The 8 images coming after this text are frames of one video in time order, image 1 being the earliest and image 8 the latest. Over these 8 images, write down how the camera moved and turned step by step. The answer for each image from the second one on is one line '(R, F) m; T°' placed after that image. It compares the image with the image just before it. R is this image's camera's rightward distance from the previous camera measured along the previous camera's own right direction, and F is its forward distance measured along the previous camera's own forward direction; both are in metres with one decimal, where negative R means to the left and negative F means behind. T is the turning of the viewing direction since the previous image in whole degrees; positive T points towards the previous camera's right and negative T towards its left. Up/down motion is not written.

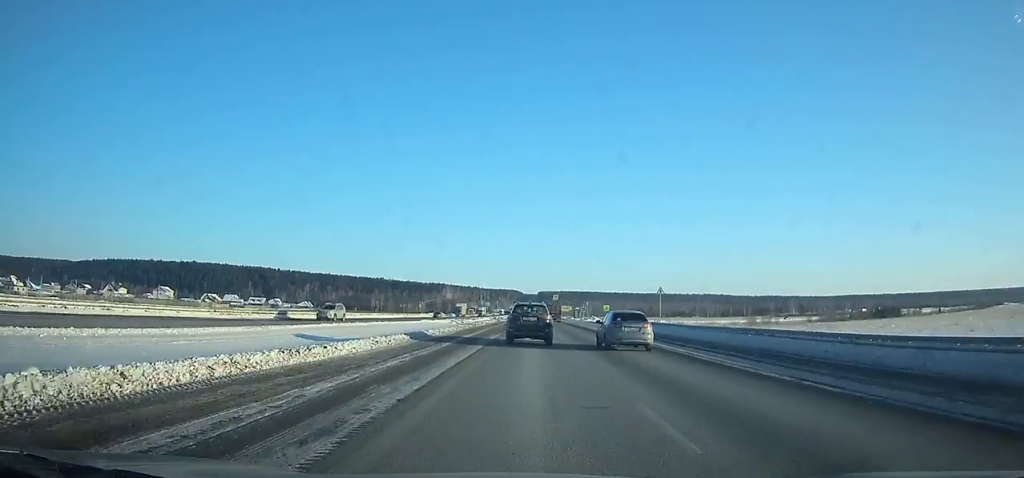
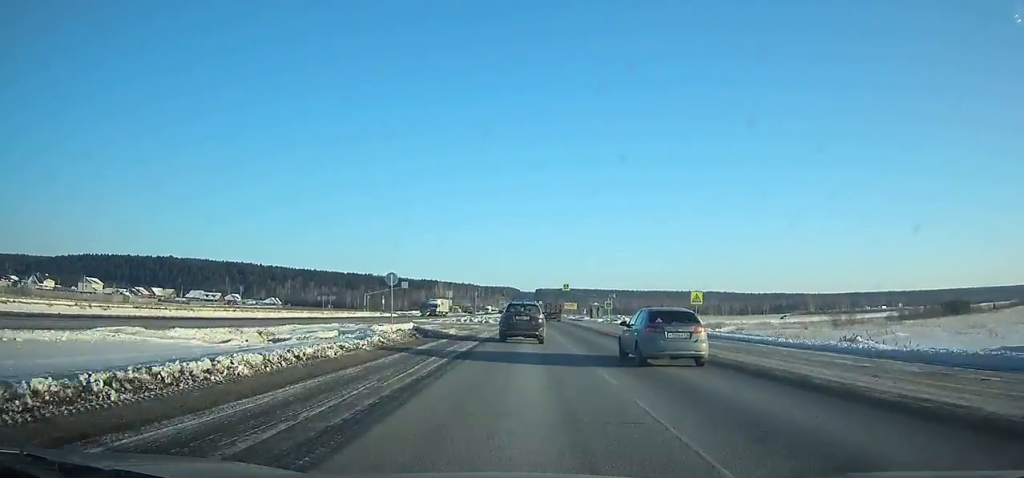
(+0.1, +55.6) m; 0°
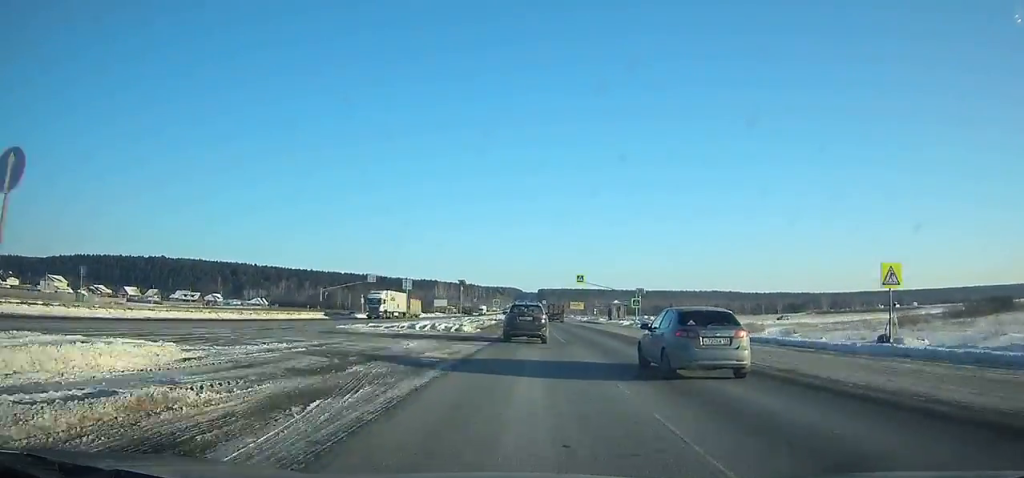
(0.0, +24.3) m; 0°
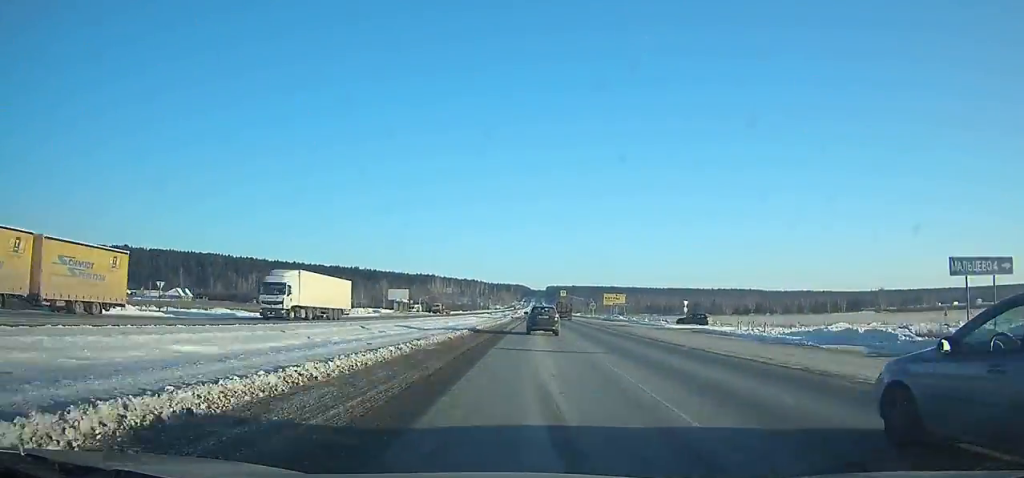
(-0.5, +100.3) m; 0°
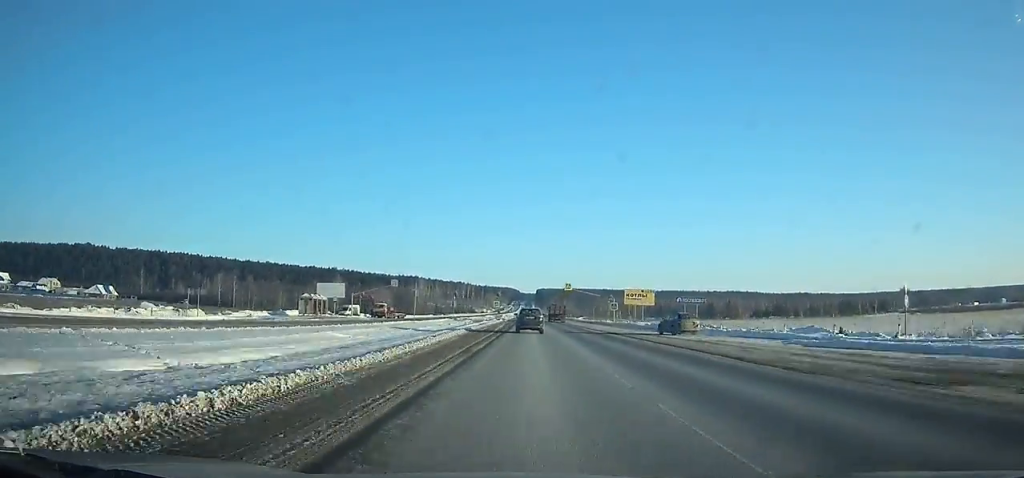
(+0.4, +52.2) m; 0°
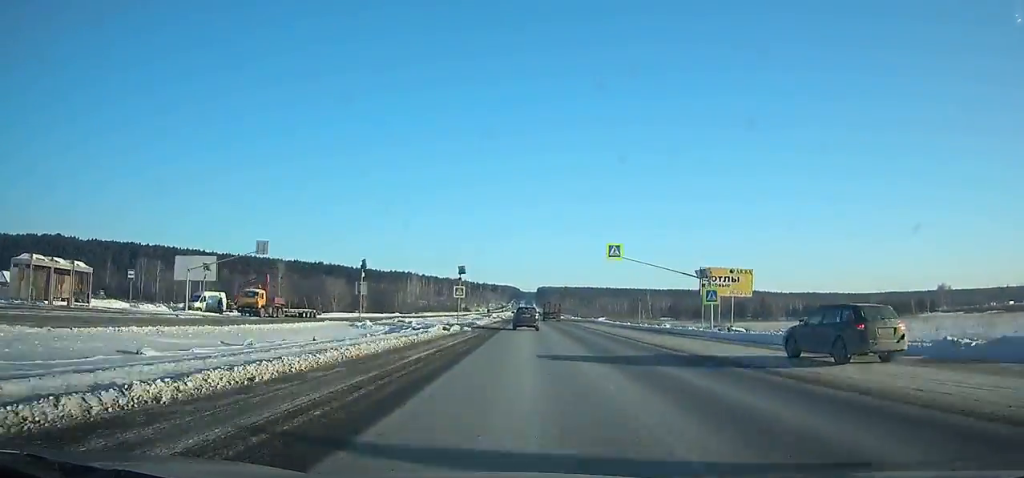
(-0.1, +52.5) m; 0°
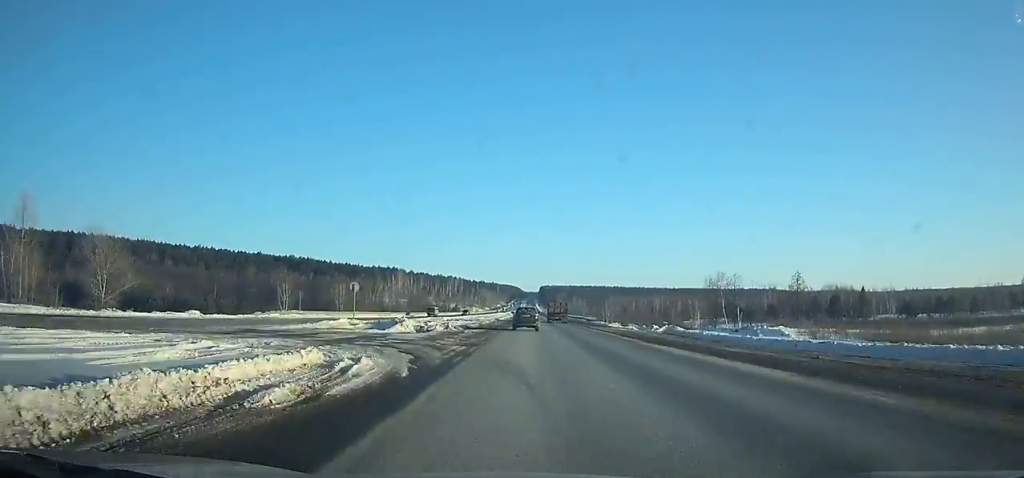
(-0.1, +93.7) m; 0°
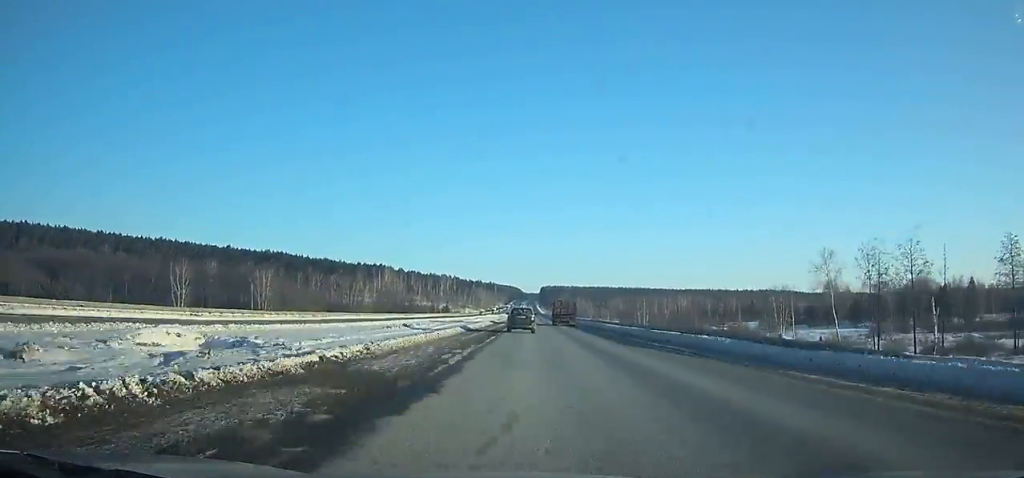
(-0.1, +58.1) m; 0°
